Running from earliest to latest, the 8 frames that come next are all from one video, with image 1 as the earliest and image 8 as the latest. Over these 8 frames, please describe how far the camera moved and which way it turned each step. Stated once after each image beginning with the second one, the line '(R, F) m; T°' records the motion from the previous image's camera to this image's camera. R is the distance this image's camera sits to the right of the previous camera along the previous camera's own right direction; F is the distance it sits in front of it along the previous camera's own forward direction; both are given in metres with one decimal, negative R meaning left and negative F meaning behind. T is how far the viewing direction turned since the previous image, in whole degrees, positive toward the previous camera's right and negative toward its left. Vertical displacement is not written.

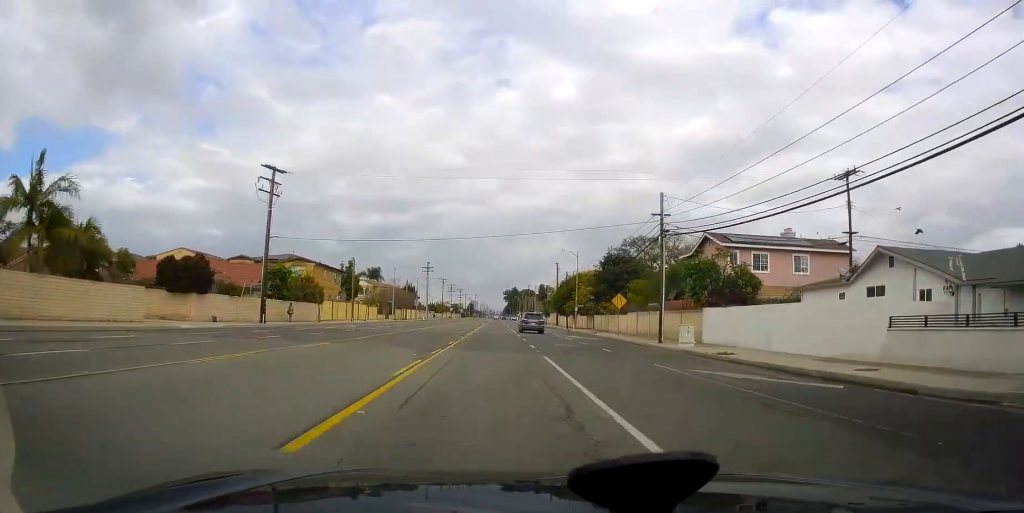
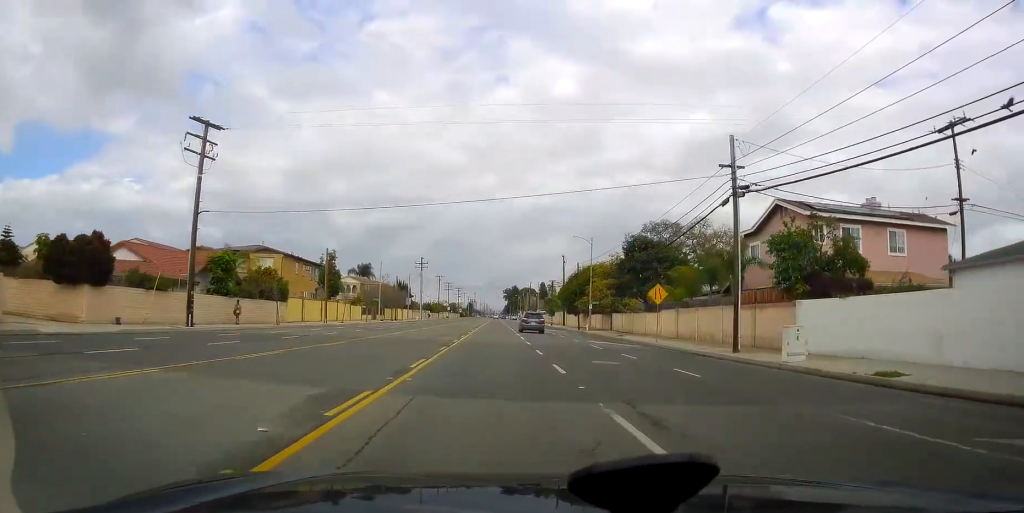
(0.0, +12.2) m; 0°
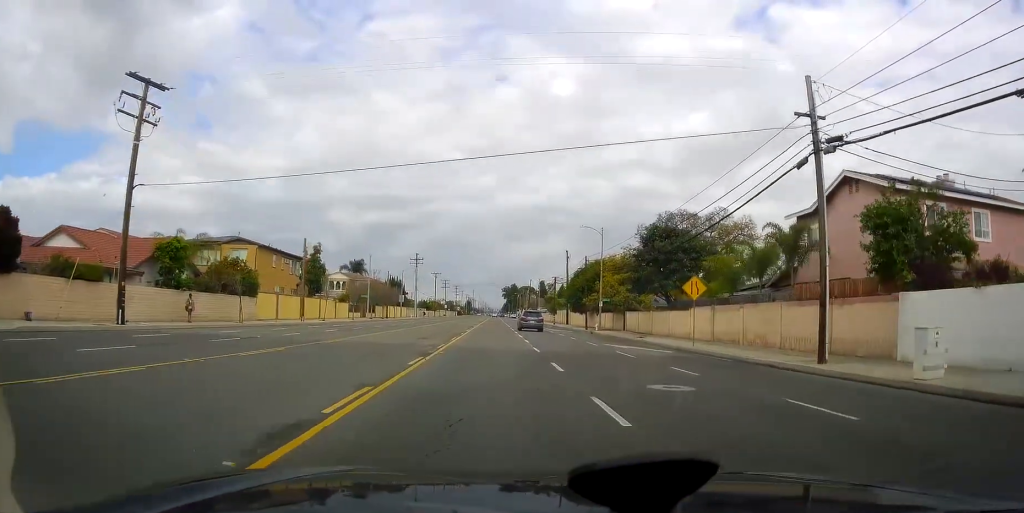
(0.0, +7.4) m; 0°
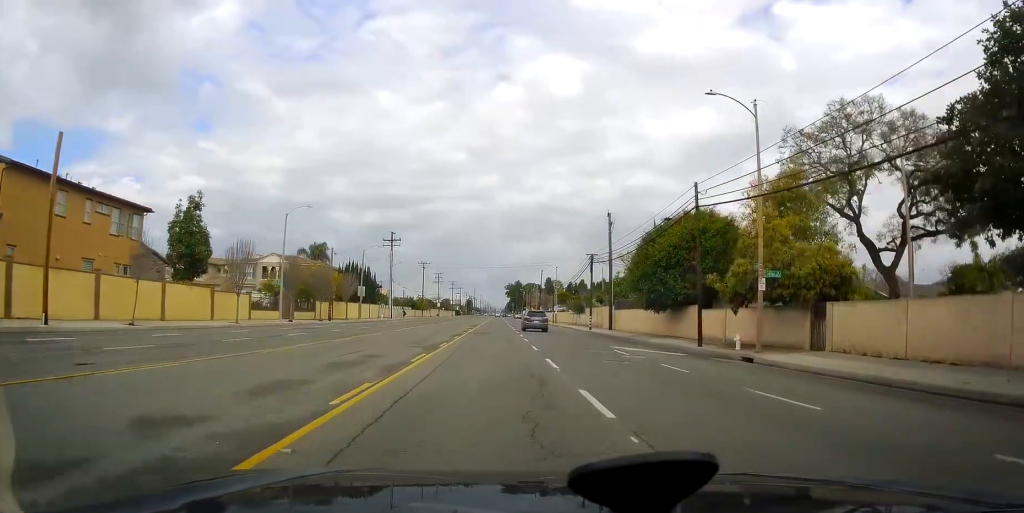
(0.0, +36.0) m; 0°
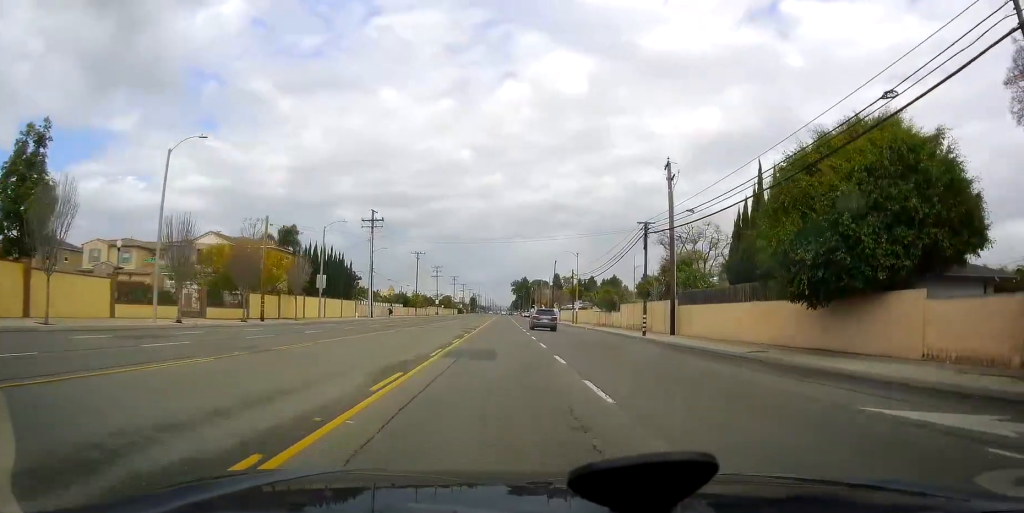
(0.0, +20.7) m; -1°
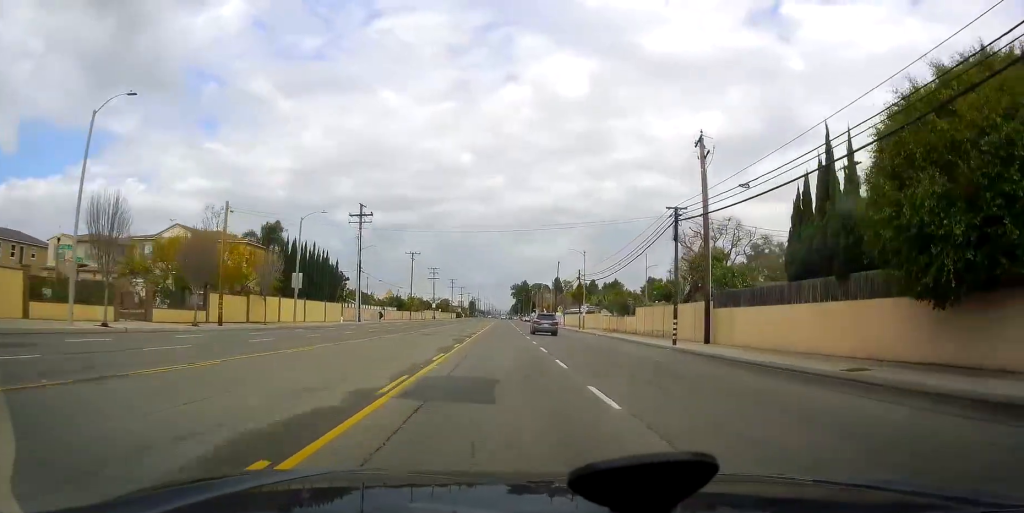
(+0.1, +7.3) m; -1°
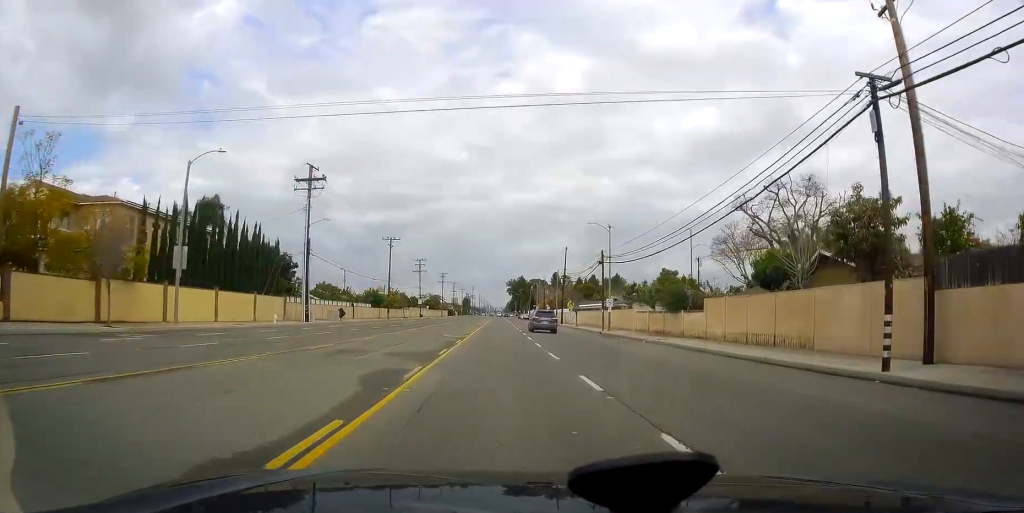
(-0.4, +20.5) m; 0°
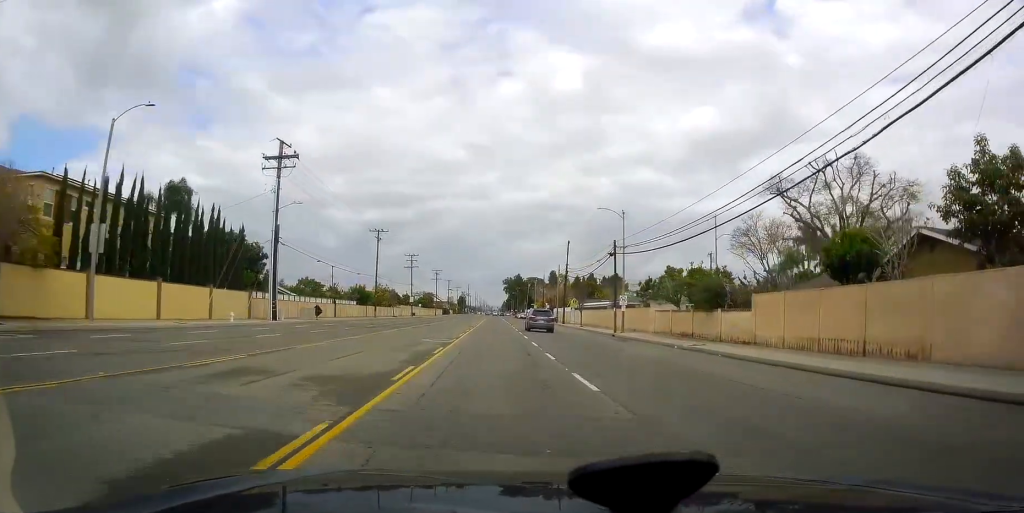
(+0.2, +8.0) m; +1°
